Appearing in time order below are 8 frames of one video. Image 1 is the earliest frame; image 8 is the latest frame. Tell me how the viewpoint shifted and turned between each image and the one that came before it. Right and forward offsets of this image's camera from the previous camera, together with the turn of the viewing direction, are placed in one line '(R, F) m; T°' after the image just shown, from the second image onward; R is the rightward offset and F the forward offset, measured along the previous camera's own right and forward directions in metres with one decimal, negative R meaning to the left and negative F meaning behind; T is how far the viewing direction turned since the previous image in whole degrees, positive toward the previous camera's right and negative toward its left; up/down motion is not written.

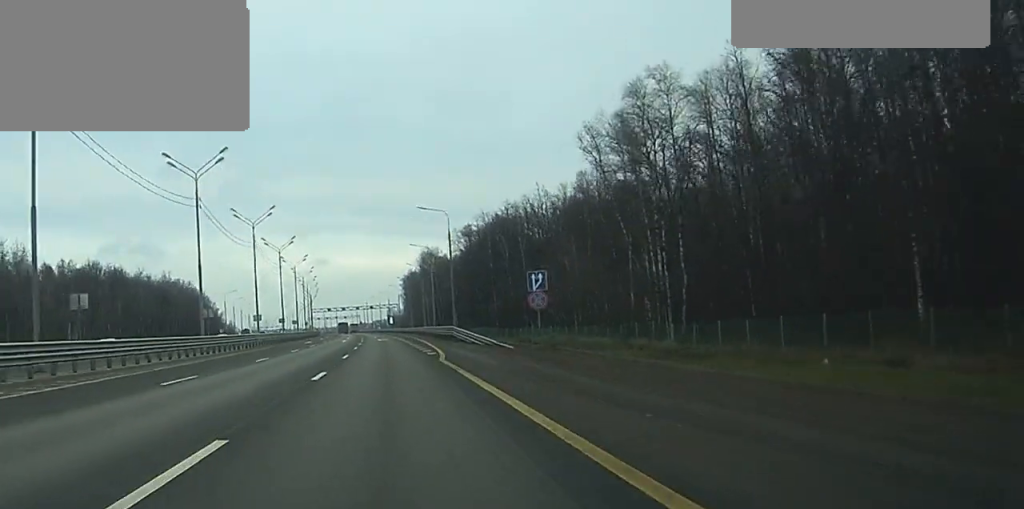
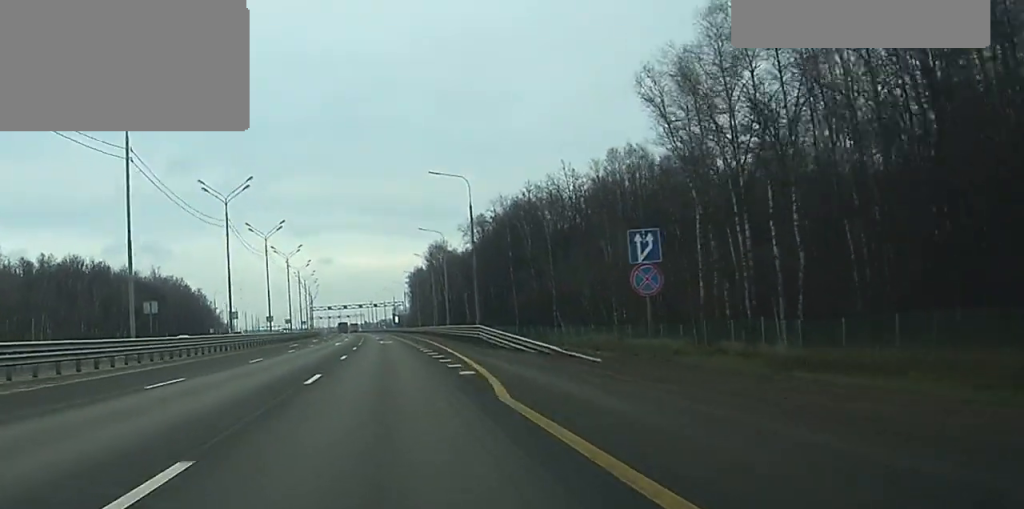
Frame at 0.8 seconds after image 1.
(0.0, +17.7) m; 0°
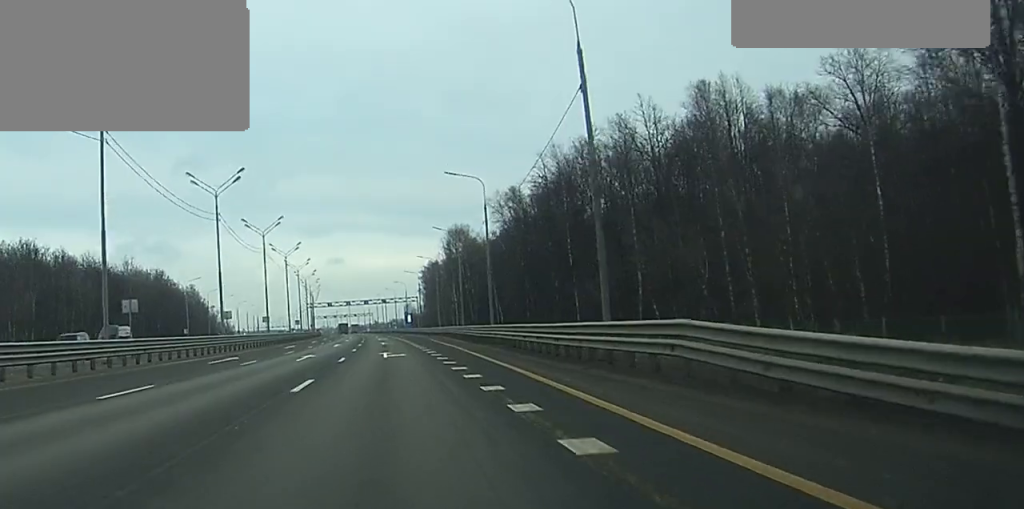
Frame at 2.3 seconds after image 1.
(-0.2, +34.8) m; -1°
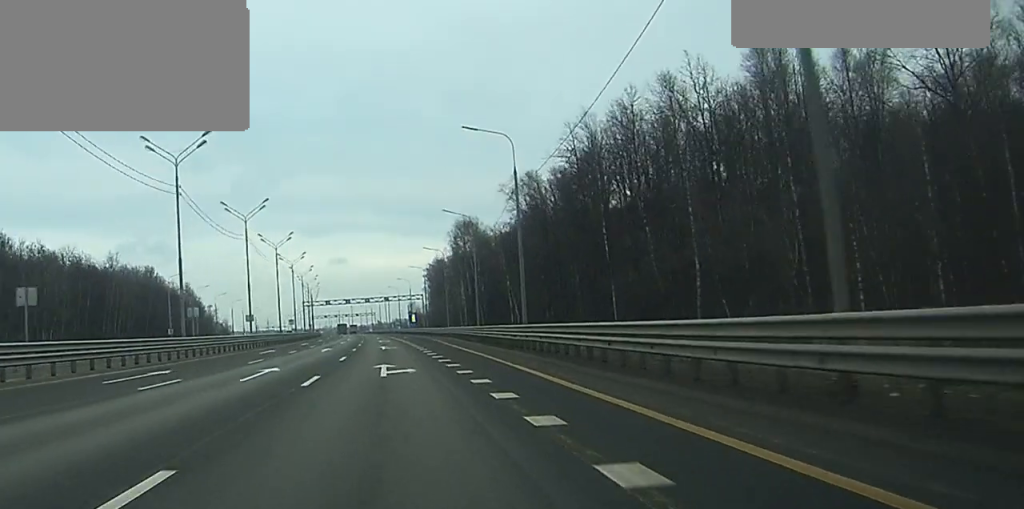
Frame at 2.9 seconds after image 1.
(0.0, +14.2) m; 0°
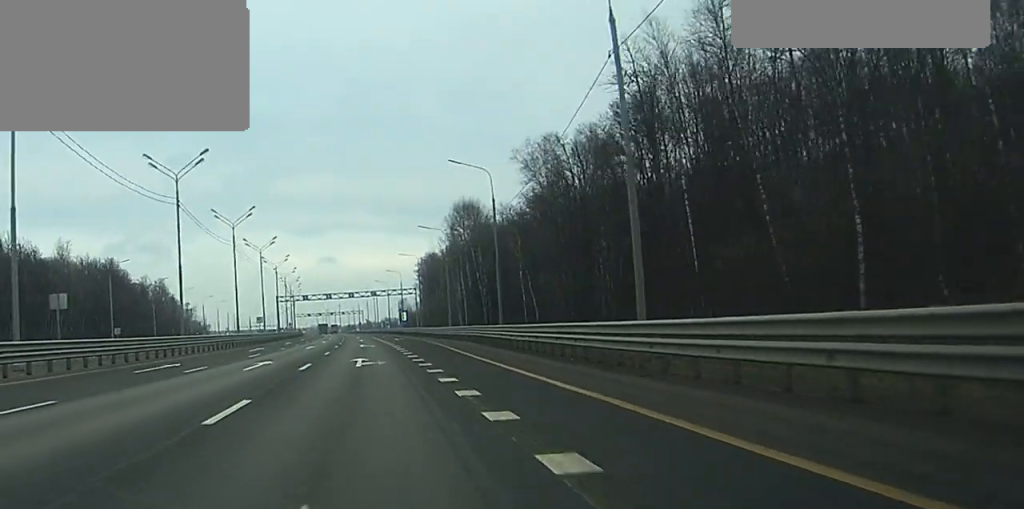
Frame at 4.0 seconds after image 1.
(0.0, +24.2) m; 0°
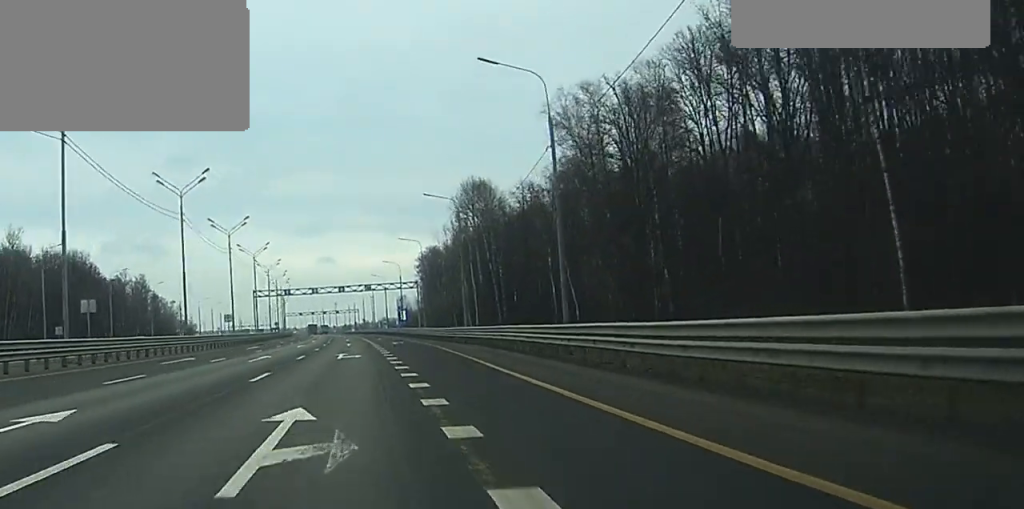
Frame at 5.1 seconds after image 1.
(0.0, +22.3) m; 0°
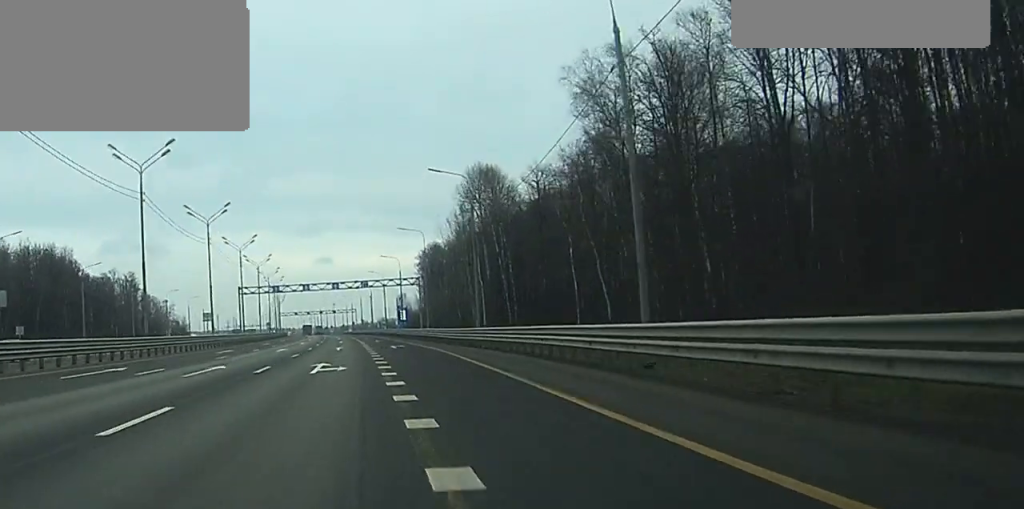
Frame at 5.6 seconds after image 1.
(+0.1, +11.3) m; 0°
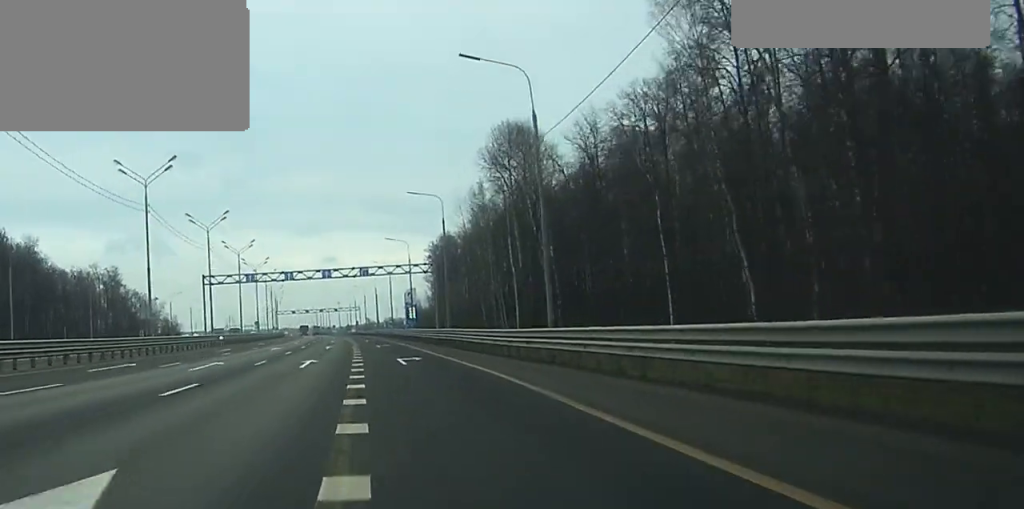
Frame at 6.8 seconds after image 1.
(0.0, +25.0) m; -1°
